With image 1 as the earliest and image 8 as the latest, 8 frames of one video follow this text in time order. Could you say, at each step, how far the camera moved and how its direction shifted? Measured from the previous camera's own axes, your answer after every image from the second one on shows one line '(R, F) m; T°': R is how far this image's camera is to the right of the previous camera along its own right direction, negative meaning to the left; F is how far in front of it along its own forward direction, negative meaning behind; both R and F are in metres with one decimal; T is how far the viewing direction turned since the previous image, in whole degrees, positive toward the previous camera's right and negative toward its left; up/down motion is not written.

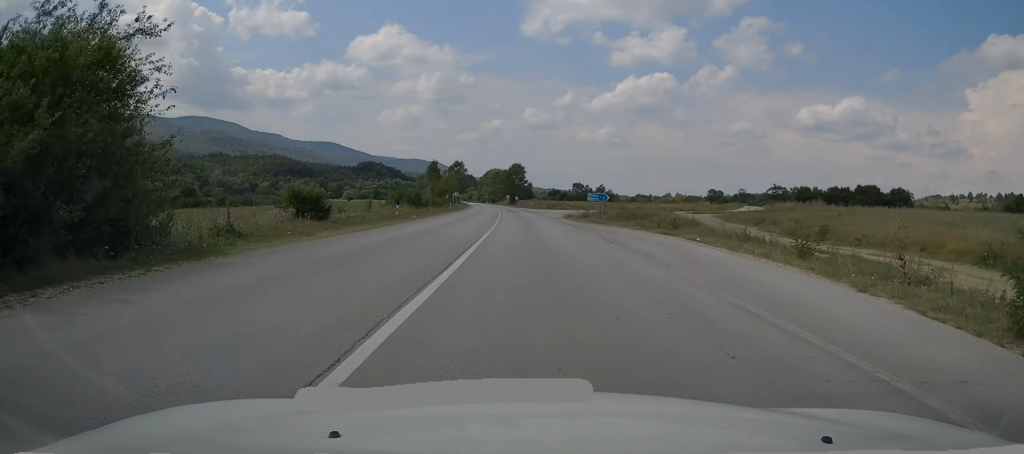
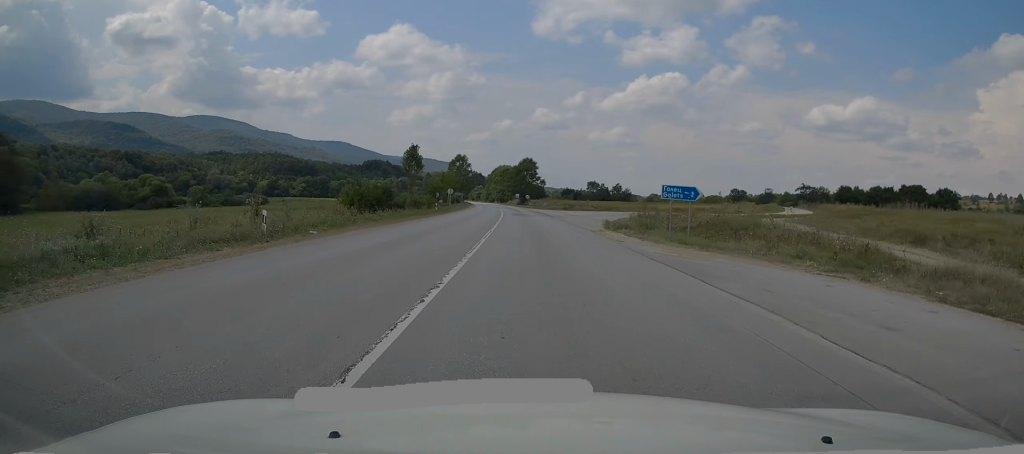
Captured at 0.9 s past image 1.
(-0.4, +21.0) m; -1°
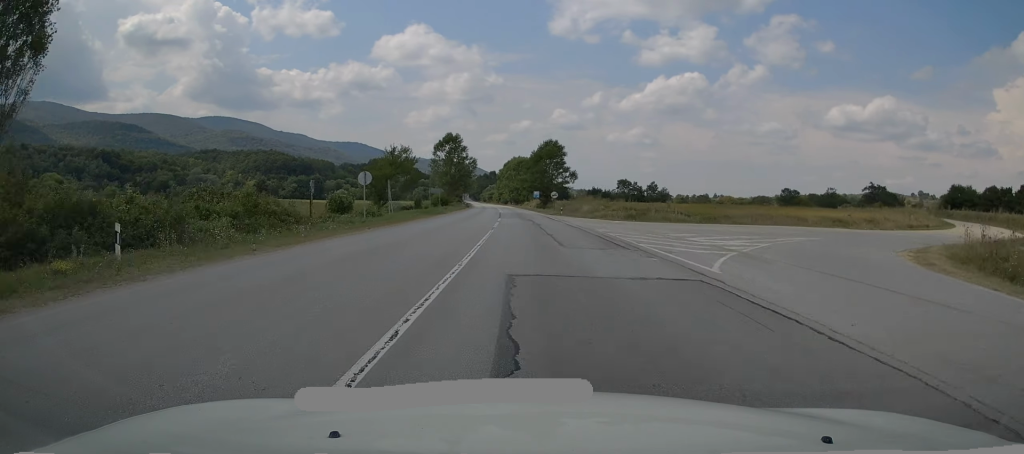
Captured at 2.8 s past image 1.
(-0.9, +47.3) m; -2°
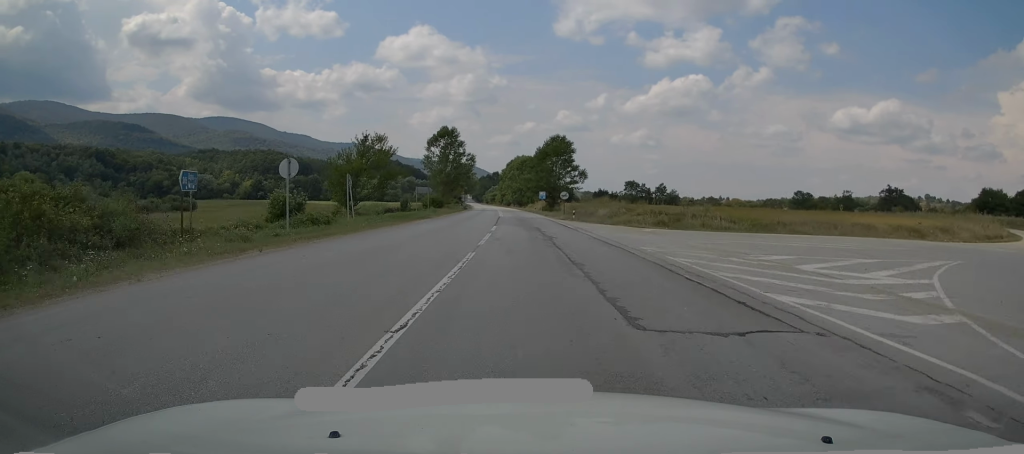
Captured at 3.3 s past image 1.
(0.0, +10.4) m; 0°
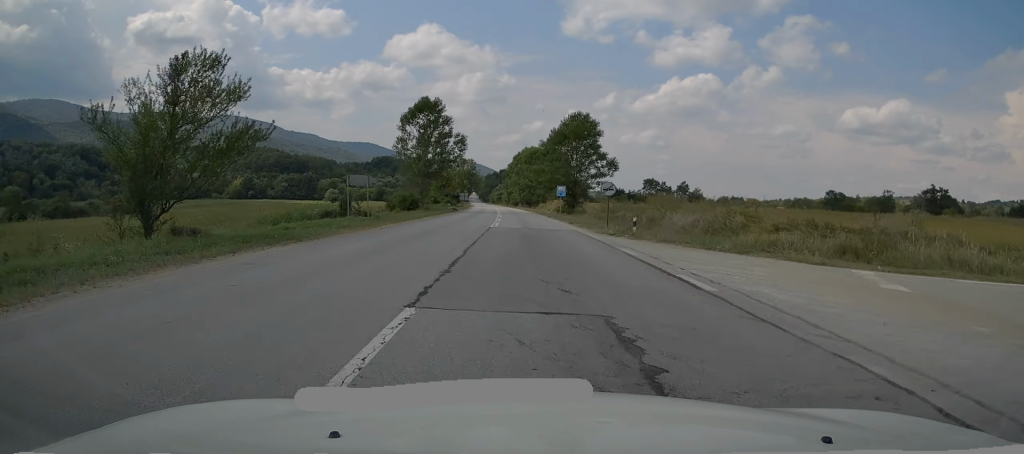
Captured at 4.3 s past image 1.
(-0.1, +23.9) m; 0°
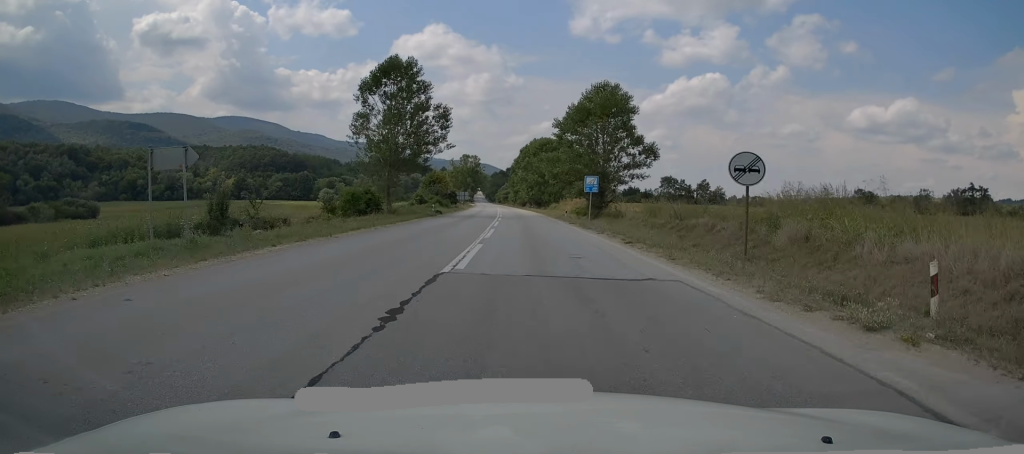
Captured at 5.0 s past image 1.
(0.0, +18.3) m; -1°
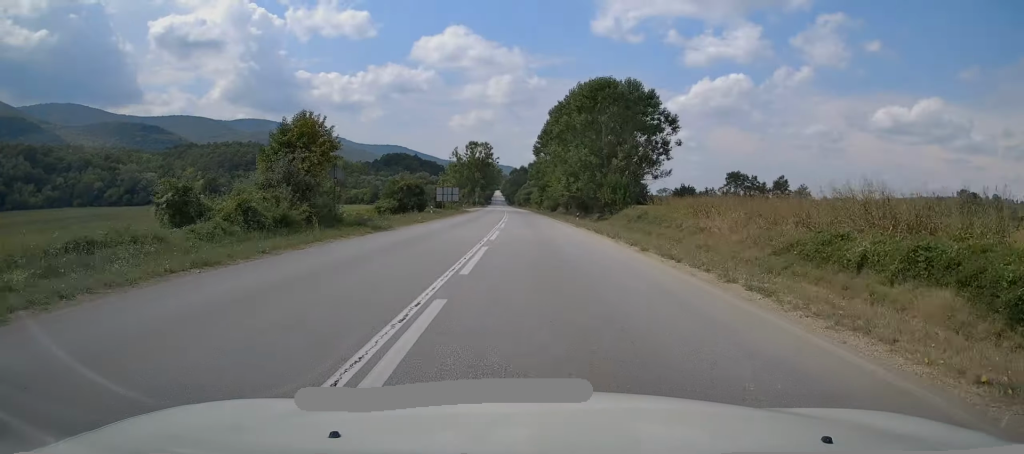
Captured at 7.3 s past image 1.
(-1.0, +54.0) m; -1°
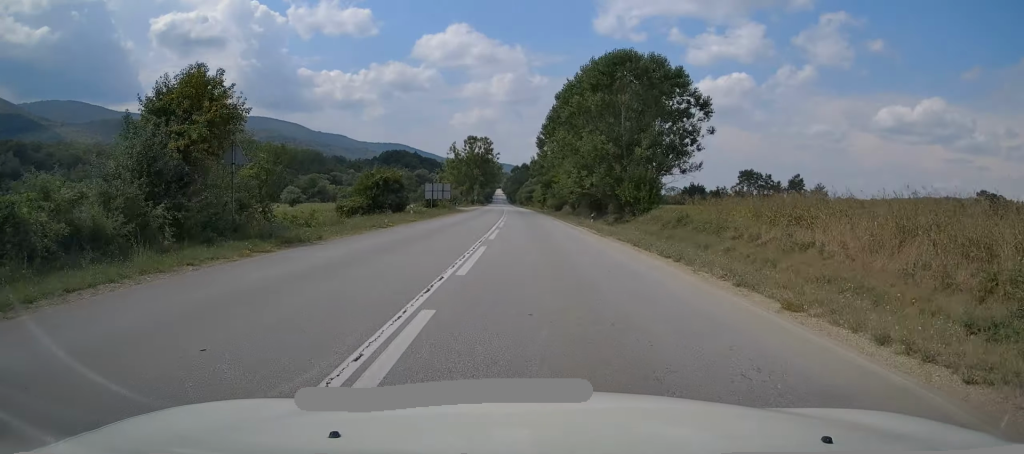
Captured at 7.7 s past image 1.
(+0.1, +9.6) m; 0°
